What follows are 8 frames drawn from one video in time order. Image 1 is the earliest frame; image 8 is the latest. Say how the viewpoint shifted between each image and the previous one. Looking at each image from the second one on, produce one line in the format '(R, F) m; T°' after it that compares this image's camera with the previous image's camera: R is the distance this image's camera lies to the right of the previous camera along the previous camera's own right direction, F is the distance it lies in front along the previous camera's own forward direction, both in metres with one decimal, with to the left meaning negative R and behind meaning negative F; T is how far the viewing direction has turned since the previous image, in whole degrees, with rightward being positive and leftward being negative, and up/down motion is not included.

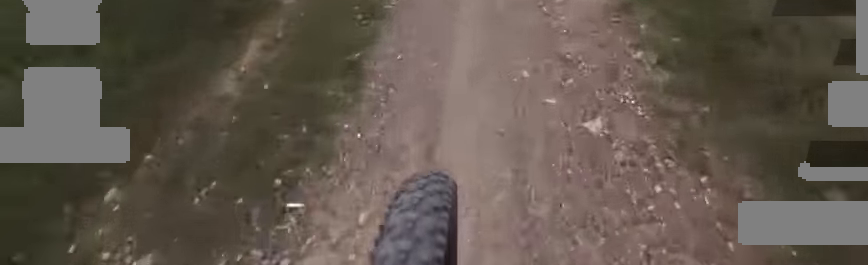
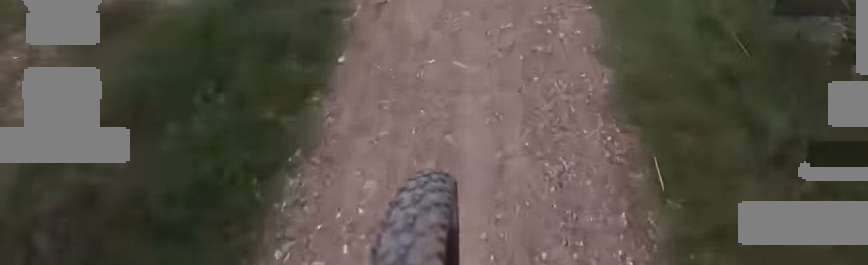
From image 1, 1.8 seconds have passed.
(-1.3, +15.5) m; -7°
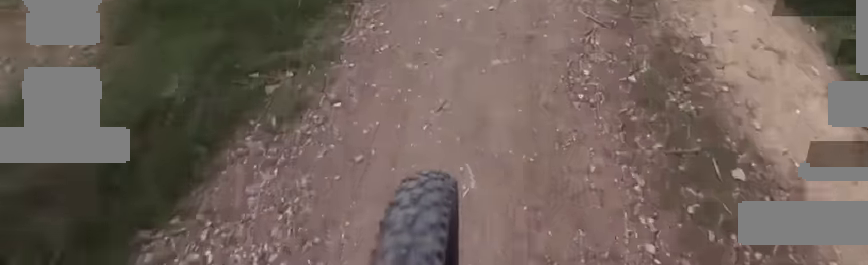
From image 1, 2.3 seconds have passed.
(+0.4, +4.4) m; 0°
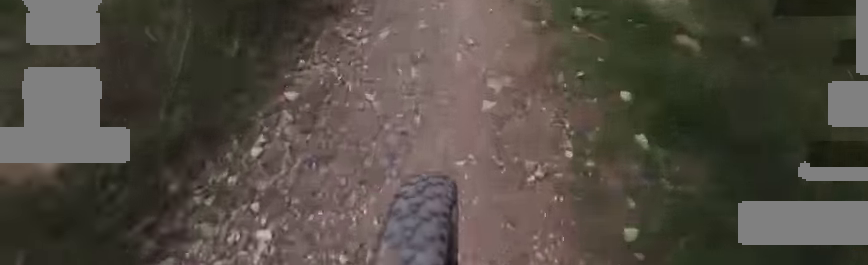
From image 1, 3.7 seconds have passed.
(-1.0, +11.7) m; -3°
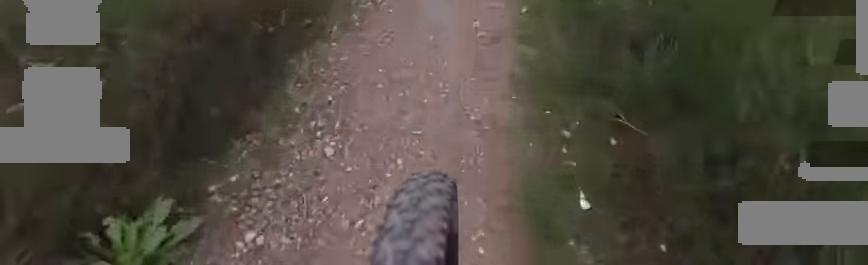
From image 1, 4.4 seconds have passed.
(0.0, +6.7) m; +3°
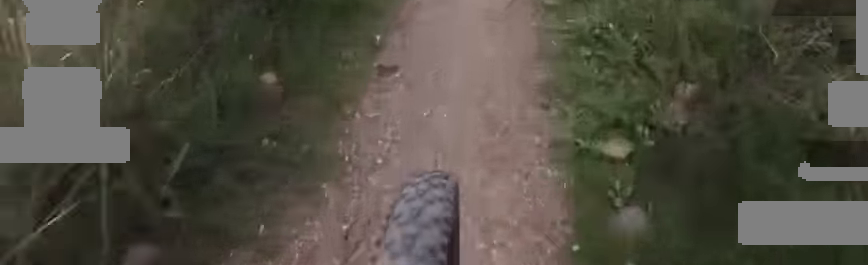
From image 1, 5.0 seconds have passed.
(+0.4, +4.9) m; 0°
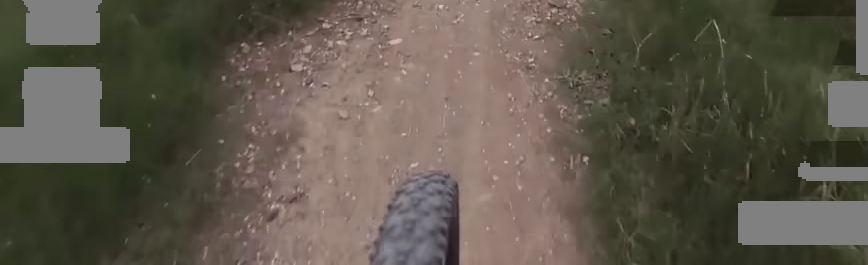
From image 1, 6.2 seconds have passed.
(-0.4, +10.4) m; +2°
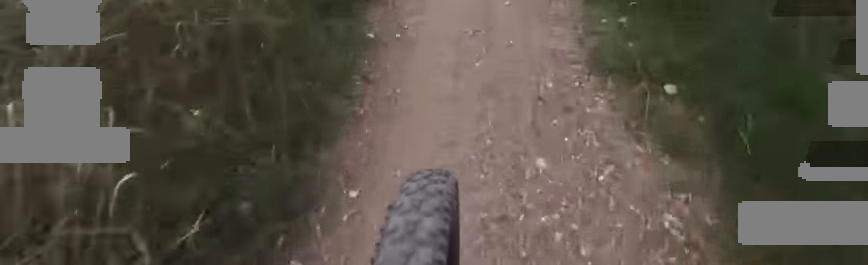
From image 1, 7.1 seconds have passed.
(+0.6, +6.4) m; -1°
